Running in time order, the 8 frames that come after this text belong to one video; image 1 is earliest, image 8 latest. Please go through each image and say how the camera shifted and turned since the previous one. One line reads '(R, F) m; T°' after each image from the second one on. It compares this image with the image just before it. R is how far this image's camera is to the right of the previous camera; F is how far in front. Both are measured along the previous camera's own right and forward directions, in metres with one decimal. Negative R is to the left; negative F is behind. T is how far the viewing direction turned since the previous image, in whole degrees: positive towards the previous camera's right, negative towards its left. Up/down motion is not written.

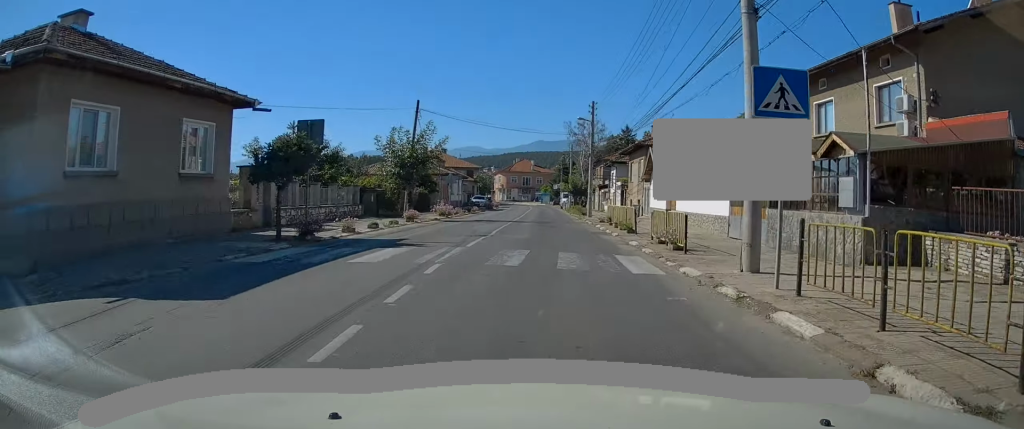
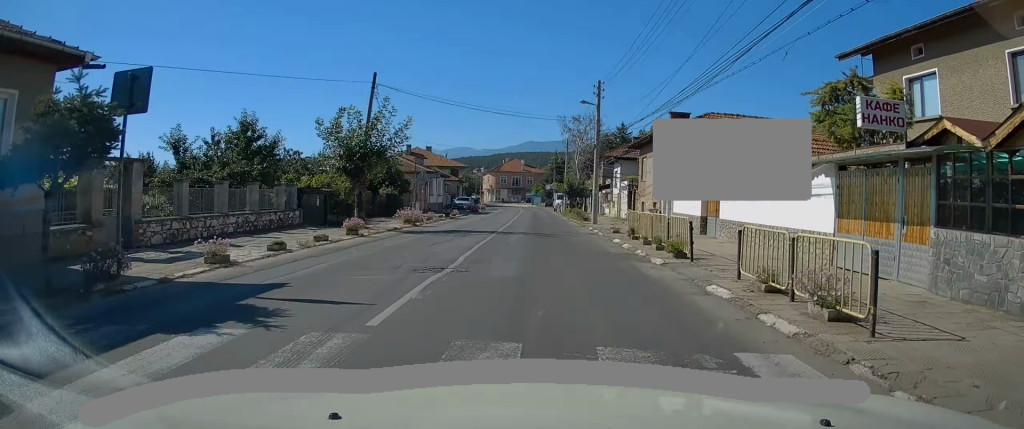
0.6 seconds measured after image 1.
(-0.1, +7.6) m; -1°
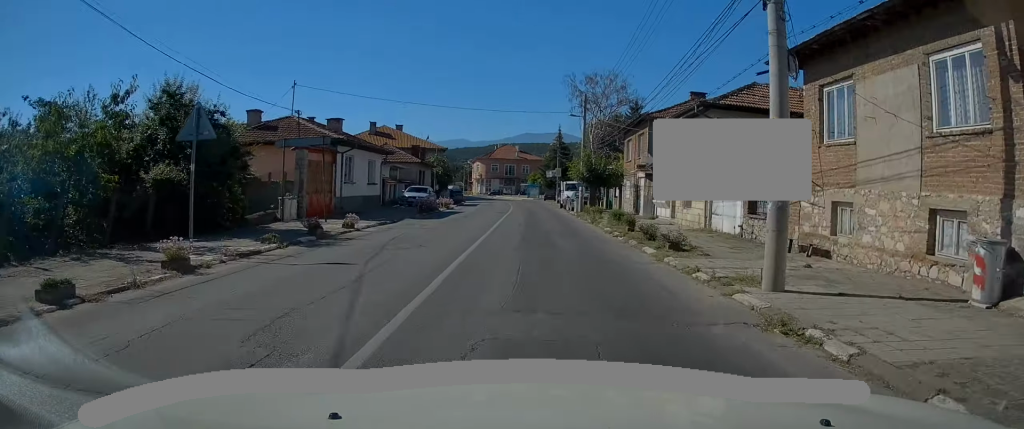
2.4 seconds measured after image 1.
(+0.2, +23.4) m; +2°
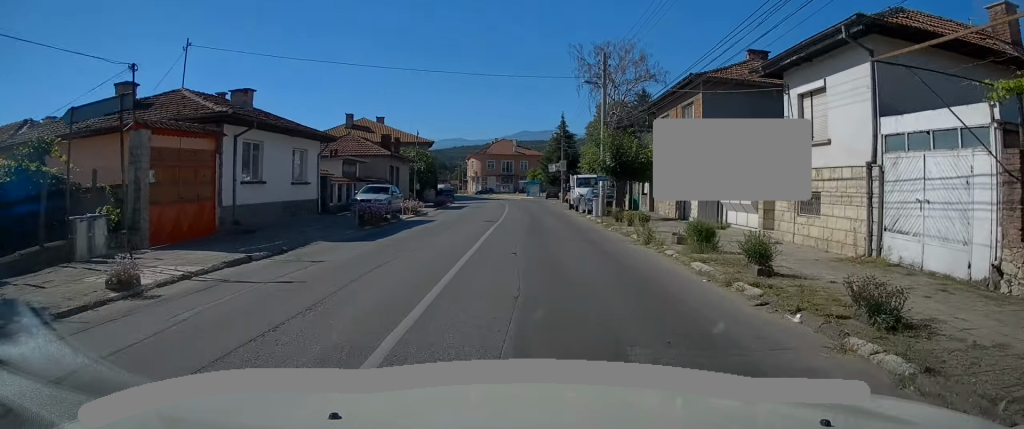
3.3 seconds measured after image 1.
(0.0, +10.8) m; 0°
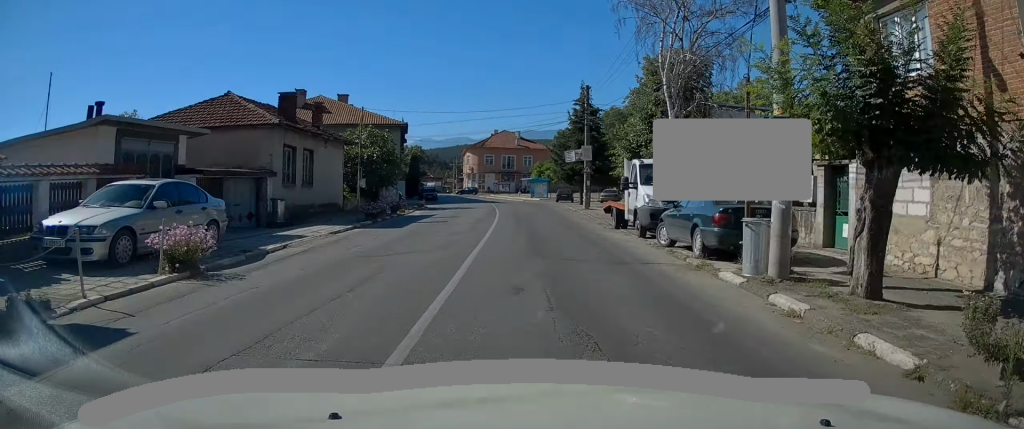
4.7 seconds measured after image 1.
(0.0, +19.0) m; -1°
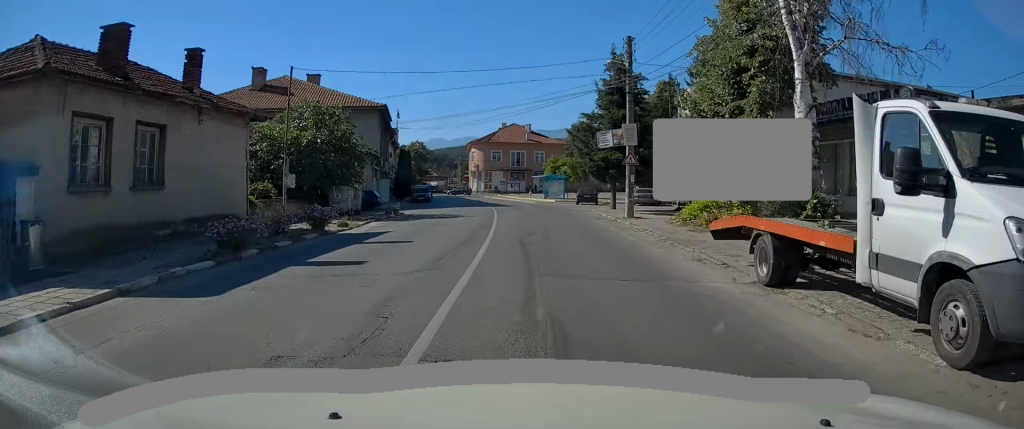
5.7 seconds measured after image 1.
(-0.2, +12.3) m; -1°
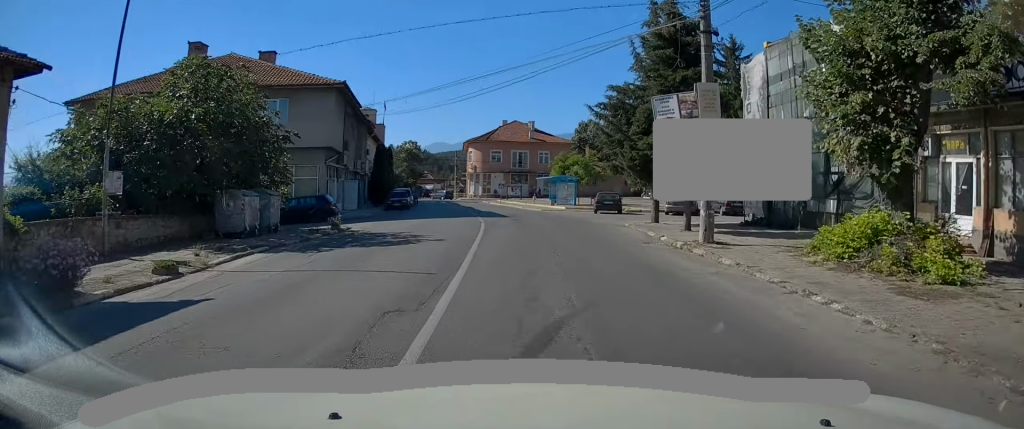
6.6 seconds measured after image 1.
(-0.1, +10.7) m; 0°
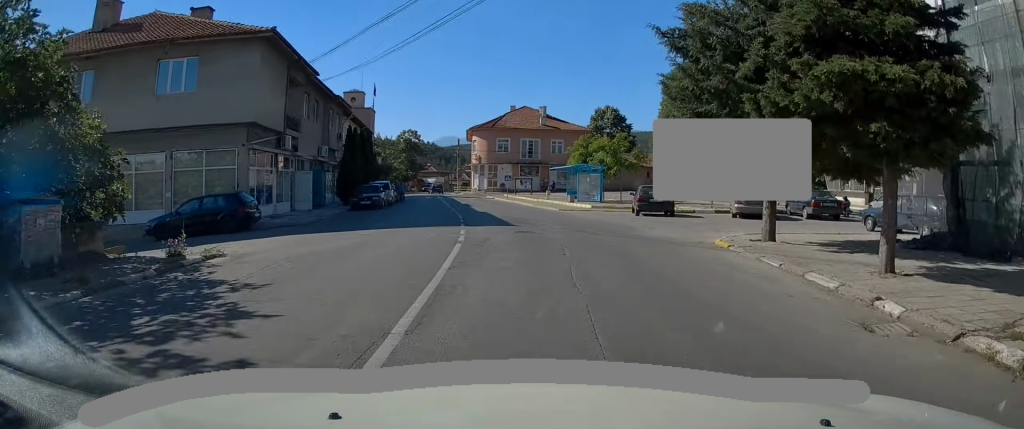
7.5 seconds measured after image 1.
(+0.2, +10.8) m; -1°
